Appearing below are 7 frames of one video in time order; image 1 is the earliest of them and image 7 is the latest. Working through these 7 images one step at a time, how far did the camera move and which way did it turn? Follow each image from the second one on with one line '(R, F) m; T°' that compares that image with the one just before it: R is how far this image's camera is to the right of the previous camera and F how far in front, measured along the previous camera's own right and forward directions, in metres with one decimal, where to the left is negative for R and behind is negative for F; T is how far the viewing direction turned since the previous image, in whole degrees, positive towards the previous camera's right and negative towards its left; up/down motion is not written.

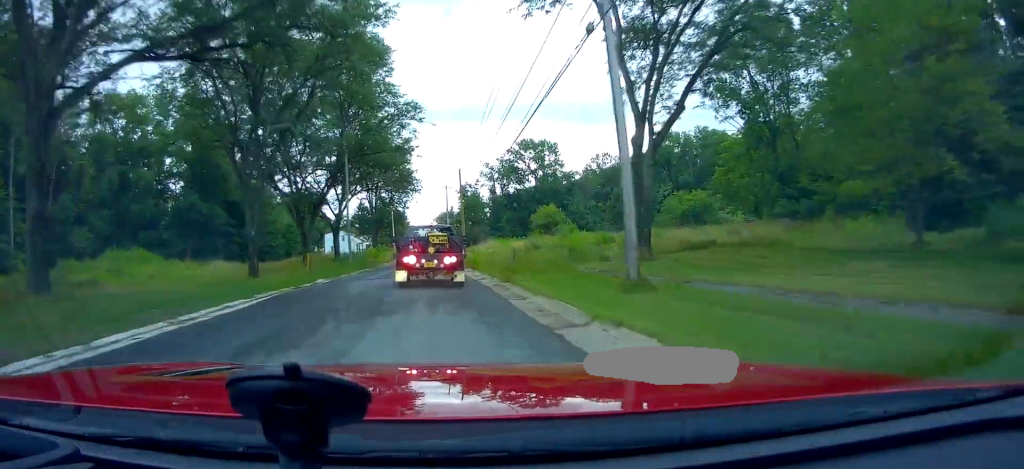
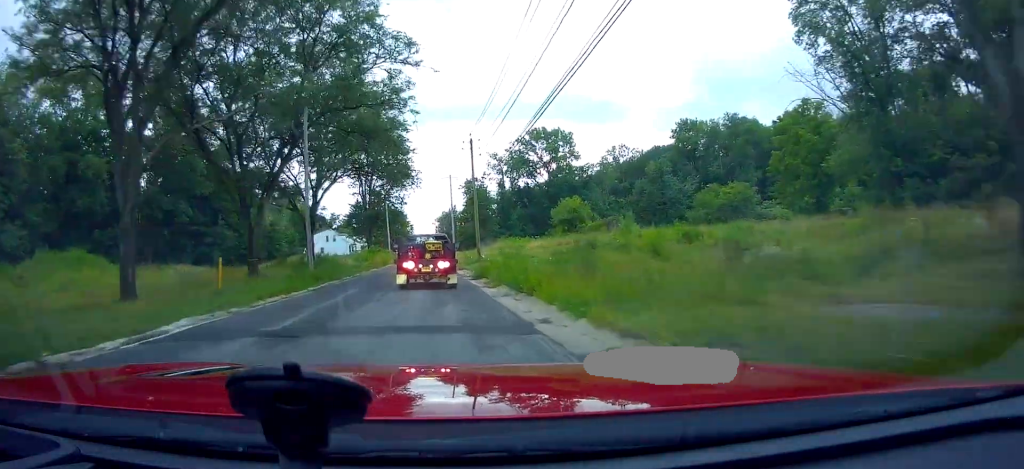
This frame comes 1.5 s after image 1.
(0.0, +15.3) m; 0°
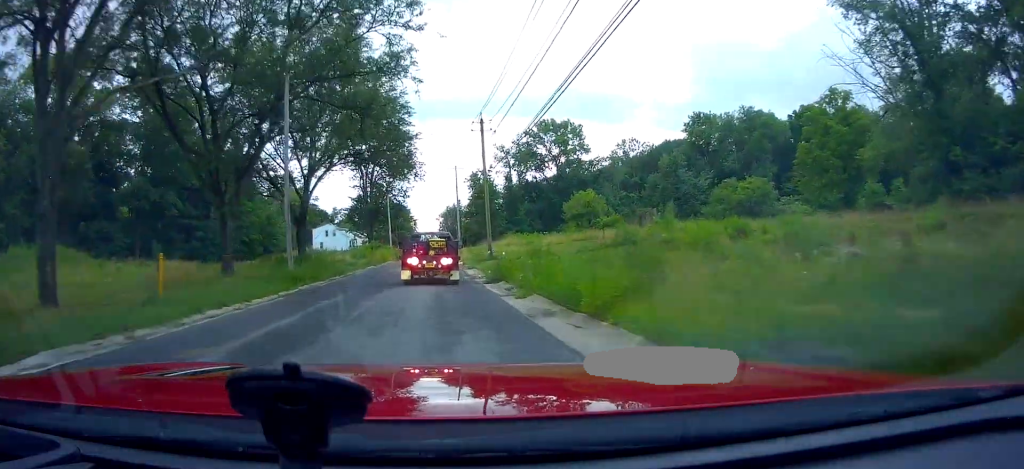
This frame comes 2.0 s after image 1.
(0.0, +5.1) m; 0°
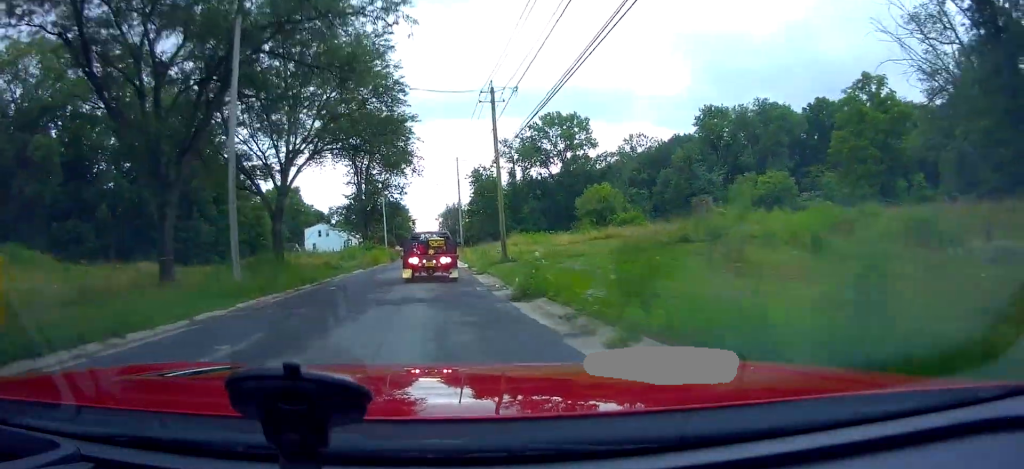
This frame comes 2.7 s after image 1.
(0.0, +7.0) m; -2°
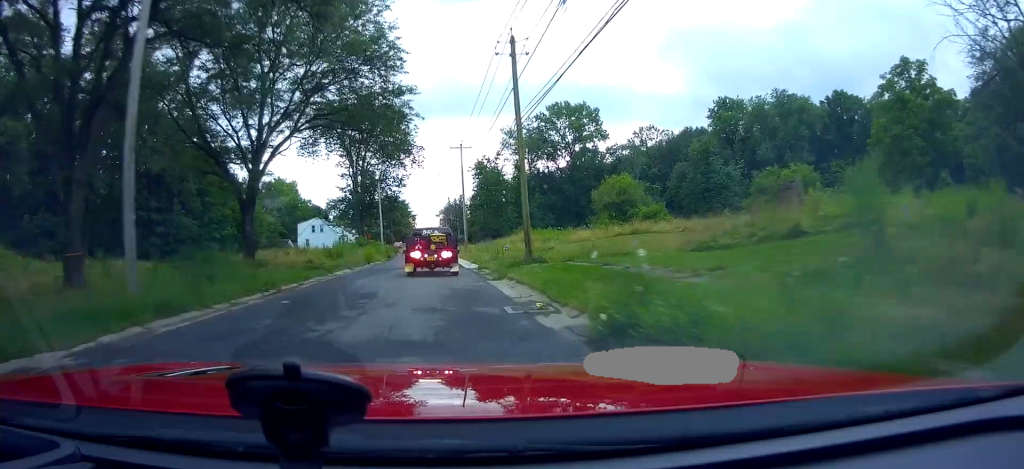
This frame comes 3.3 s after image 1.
(-0.1, +6.8) m; -1°
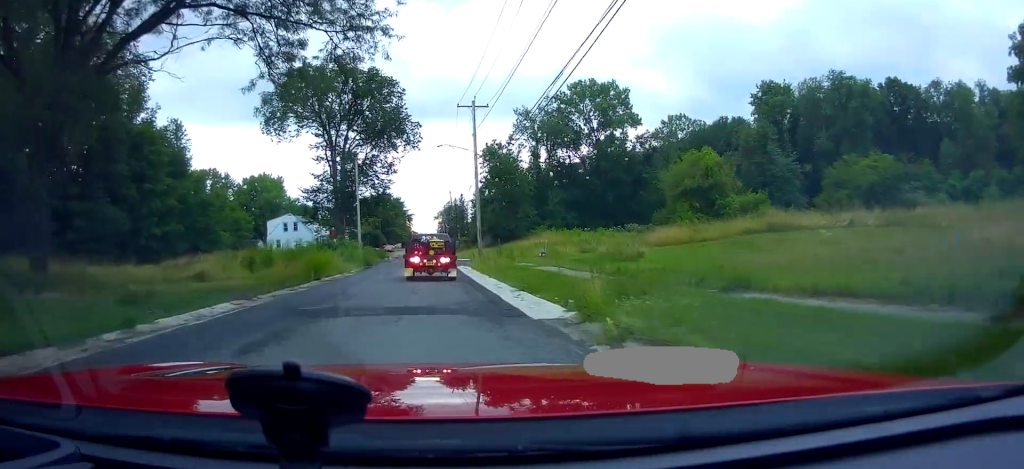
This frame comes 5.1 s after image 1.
(+0.9, +19.3) m; +4°
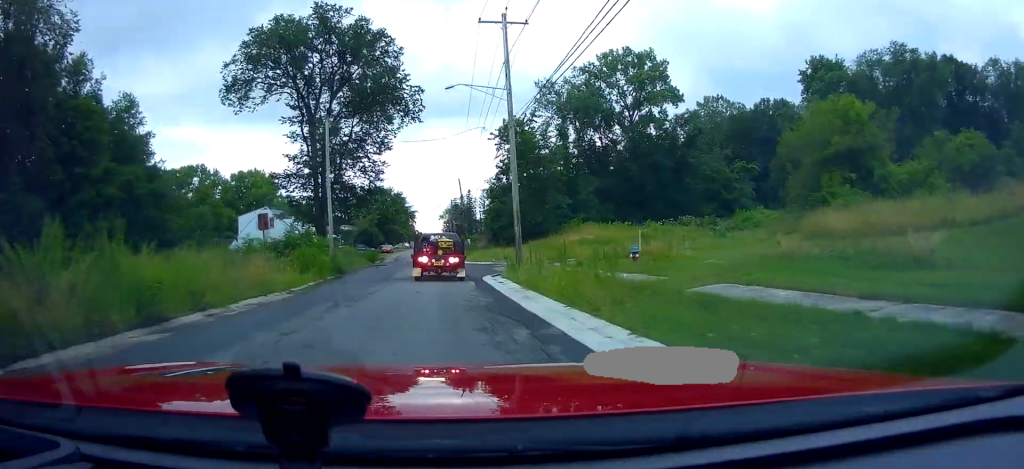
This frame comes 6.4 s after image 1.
(-0.8, +16.3) m; -3°
